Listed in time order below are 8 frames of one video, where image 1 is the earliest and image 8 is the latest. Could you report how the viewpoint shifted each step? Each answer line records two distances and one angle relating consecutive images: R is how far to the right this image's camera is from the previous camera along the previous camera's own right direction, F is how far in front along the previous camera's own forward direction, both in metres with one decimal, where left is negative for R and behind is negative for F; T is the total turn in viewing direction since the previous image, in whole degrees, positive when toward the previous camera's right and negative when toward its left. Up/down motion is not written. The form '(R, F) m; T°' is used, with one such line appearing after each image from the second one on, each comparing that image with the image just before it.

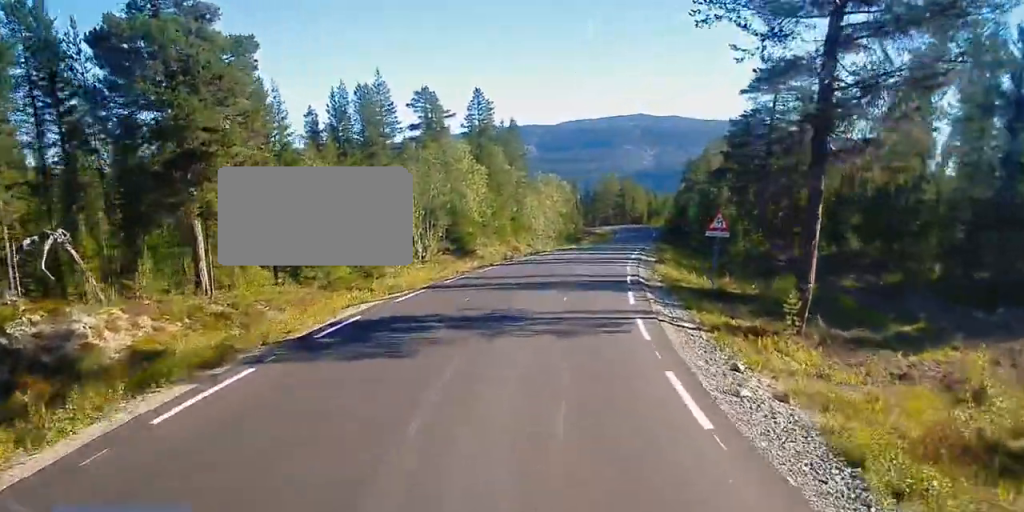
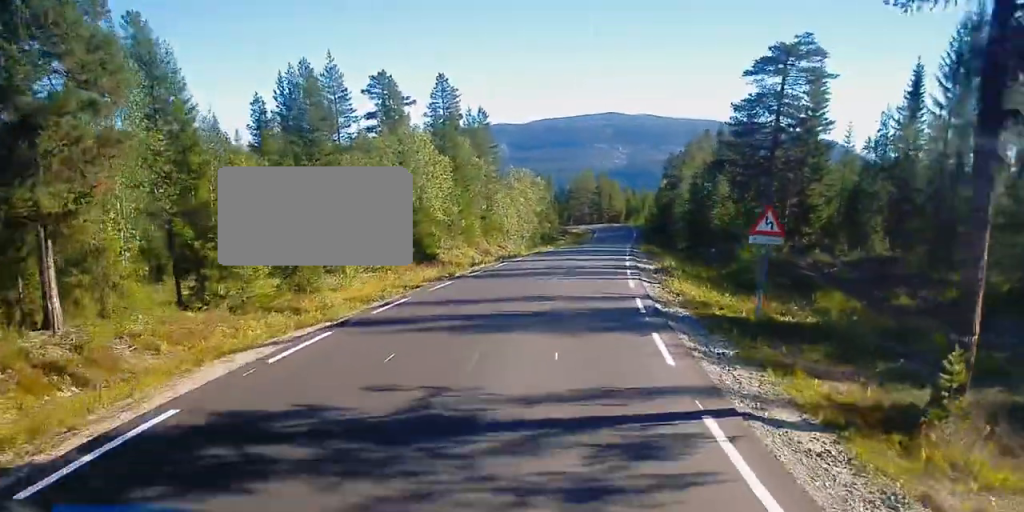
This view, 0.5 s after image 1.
(-0.1, +8.4) m; +1°
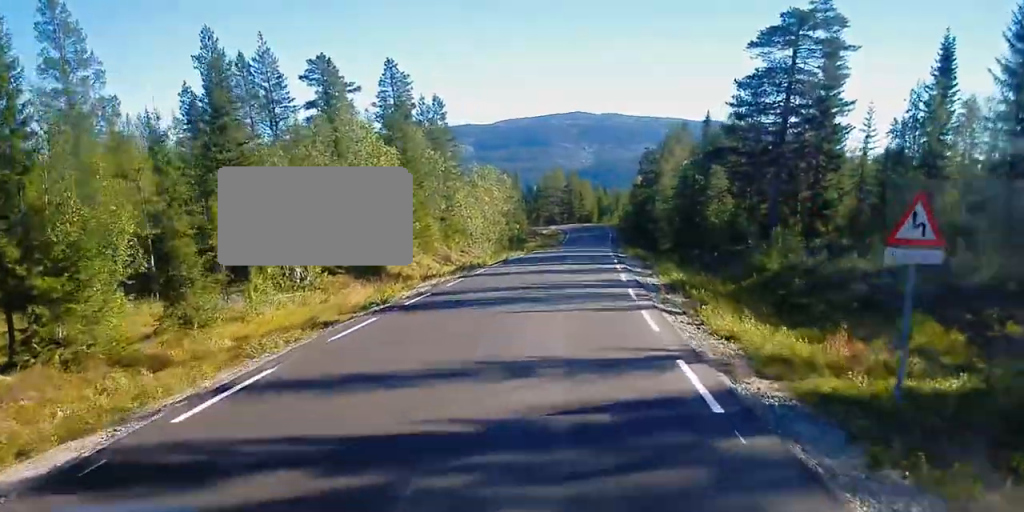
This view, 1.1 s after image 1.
(+0.2, +9.2) m; +2°
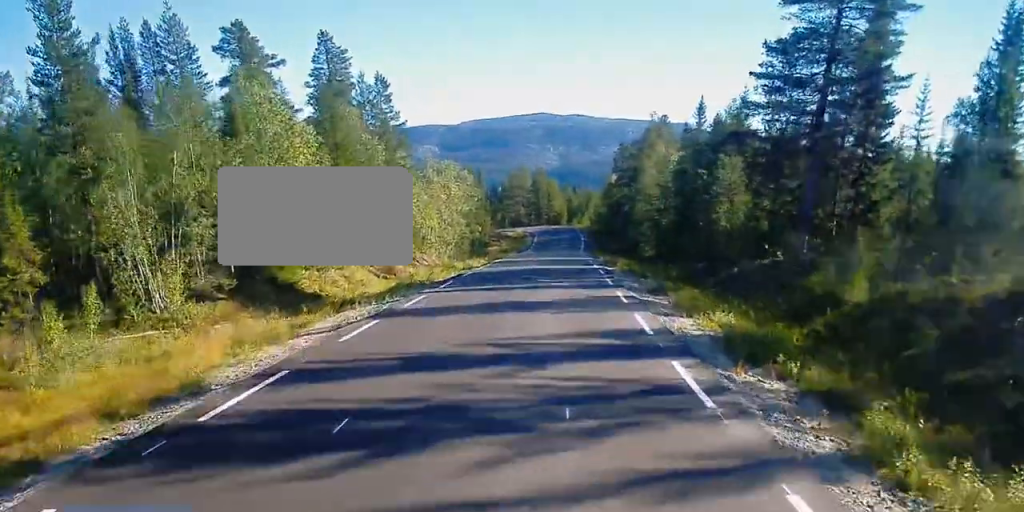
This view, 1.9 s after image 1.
(+0.2, +11.6) m; +3°
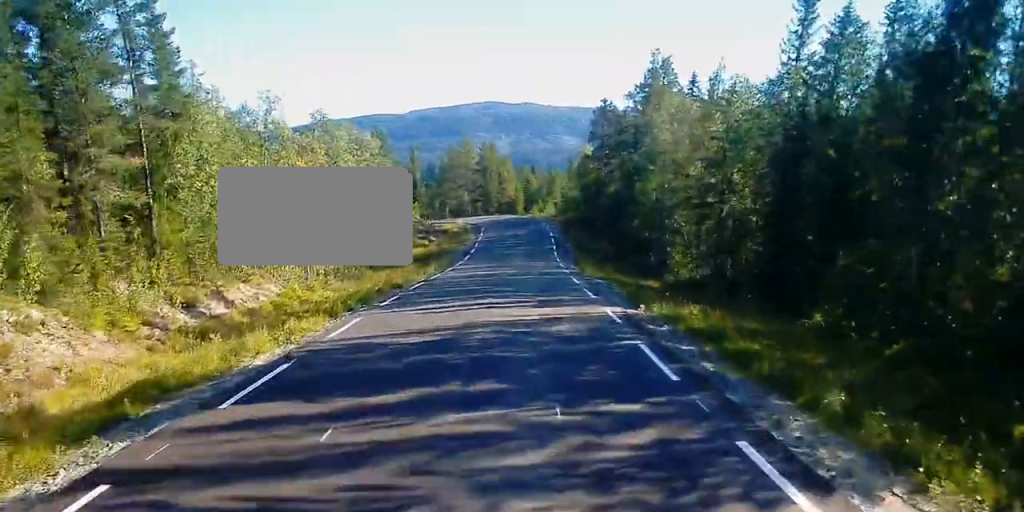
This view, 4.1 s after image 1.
(+2.0, +35.0) m; +3°
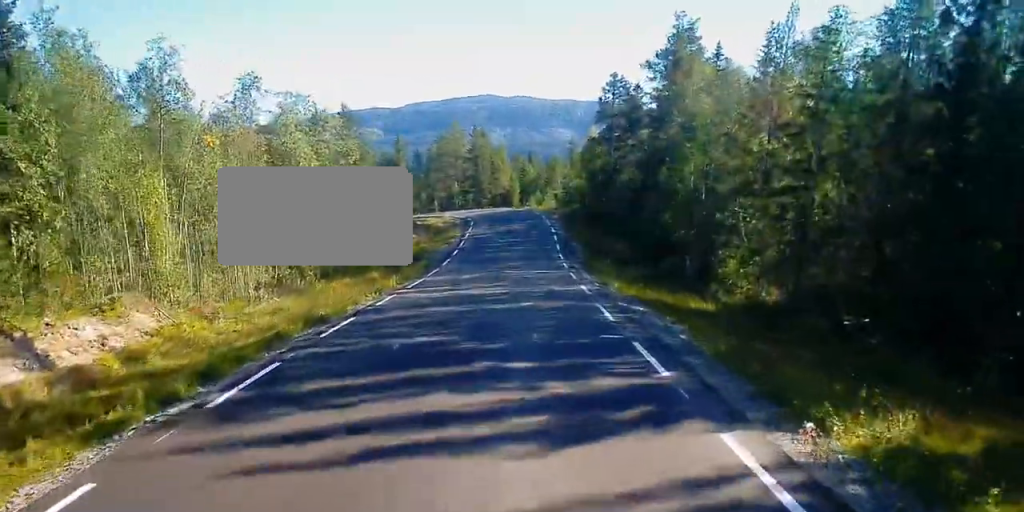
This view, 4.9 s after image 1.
(-0.1, +12.0) m; 0°
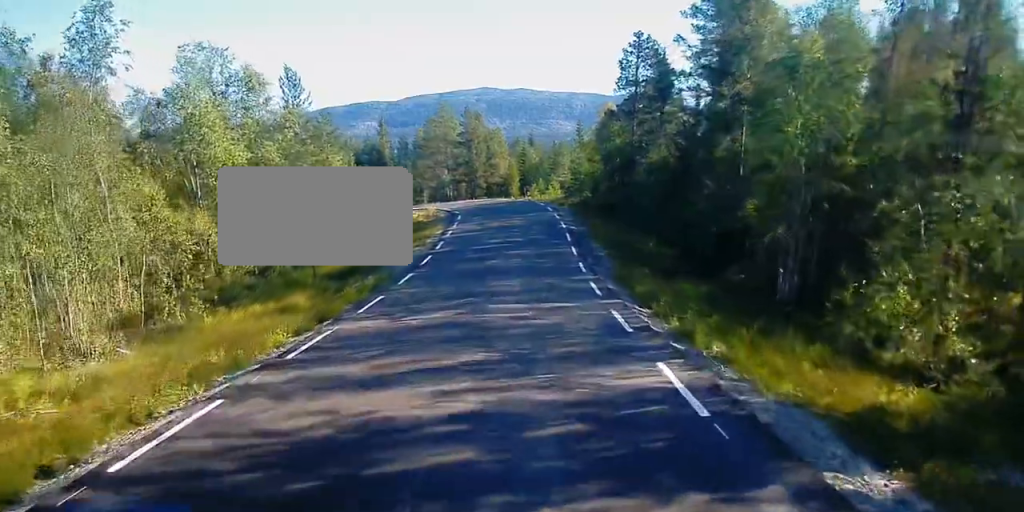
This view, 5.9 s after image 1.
(0.0, +14.4) m; 0°
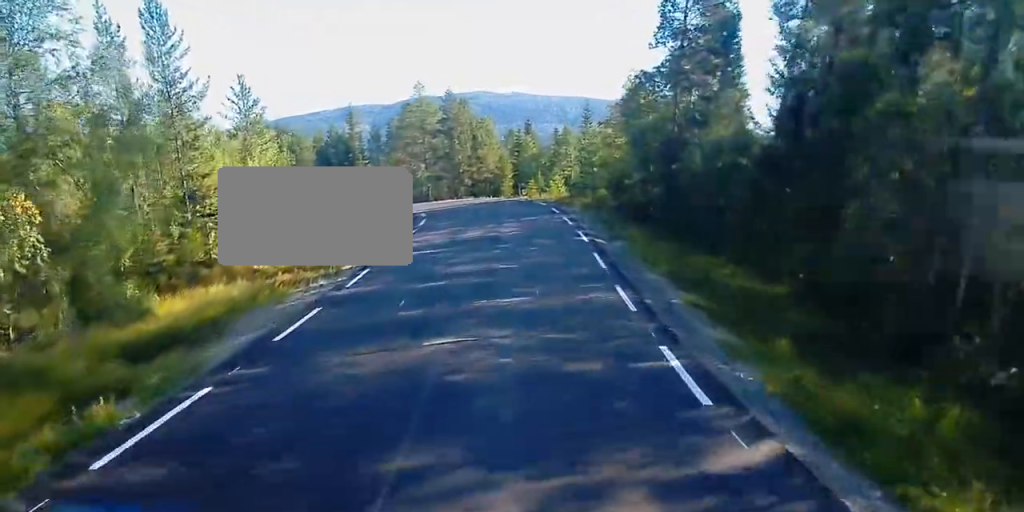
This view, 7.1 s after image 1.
(0.0, +18.0) m; +1°
